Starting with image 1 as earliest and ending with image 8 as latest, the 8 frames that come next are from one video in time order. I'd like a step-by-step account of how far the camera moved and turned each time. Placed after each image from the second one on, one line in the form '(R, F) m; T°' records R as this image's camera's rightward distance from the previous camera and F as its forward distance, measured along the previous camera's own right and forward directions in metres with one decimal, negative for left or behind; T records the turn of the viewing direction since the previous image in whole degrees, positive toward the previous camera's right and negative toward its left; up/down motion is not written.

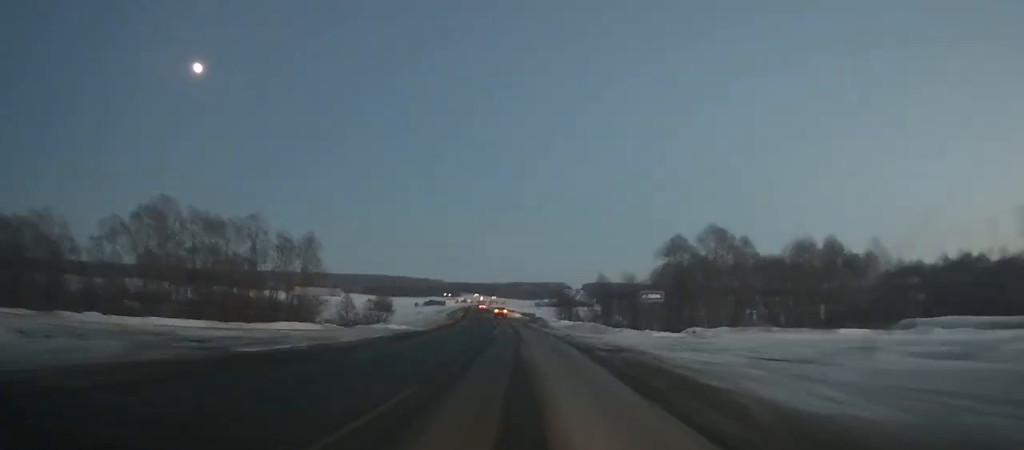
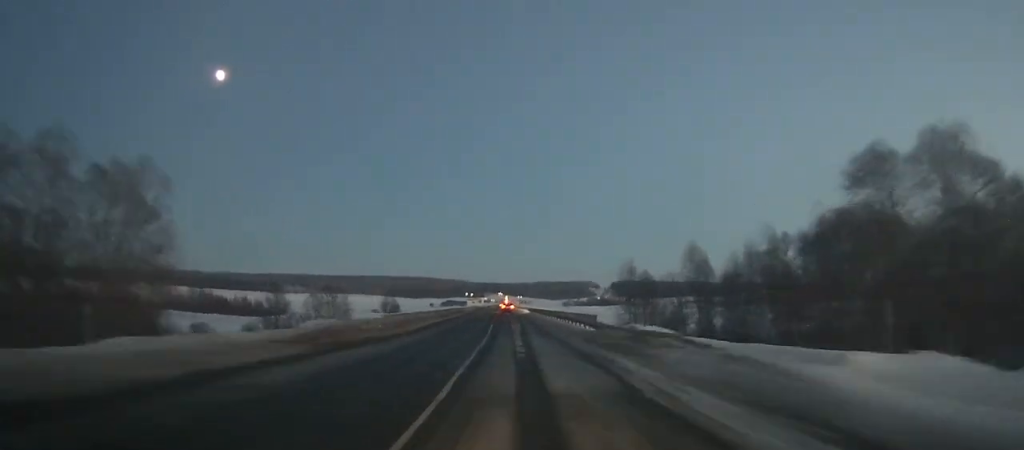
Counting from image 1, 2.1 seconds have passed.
(-0.2, +49.1) m; -2°
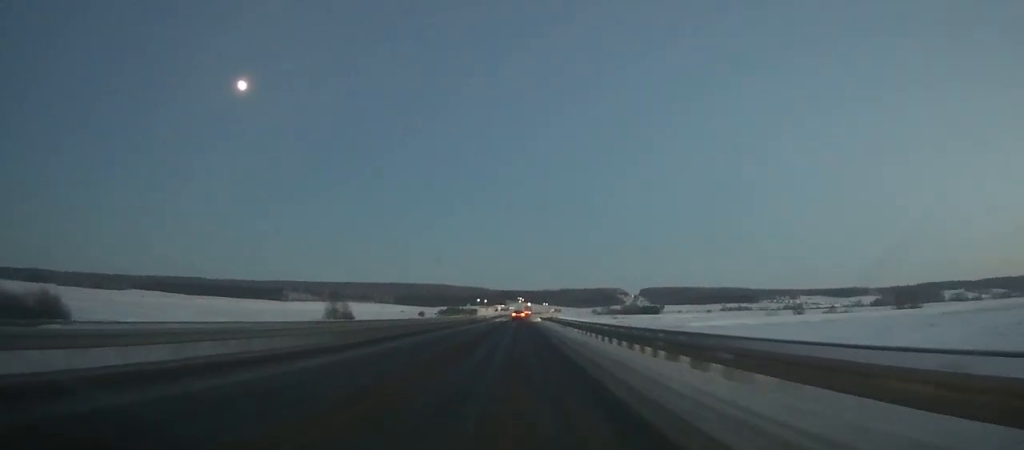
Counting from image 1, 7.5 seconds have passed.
(-4.0, +125.0) m; -3°
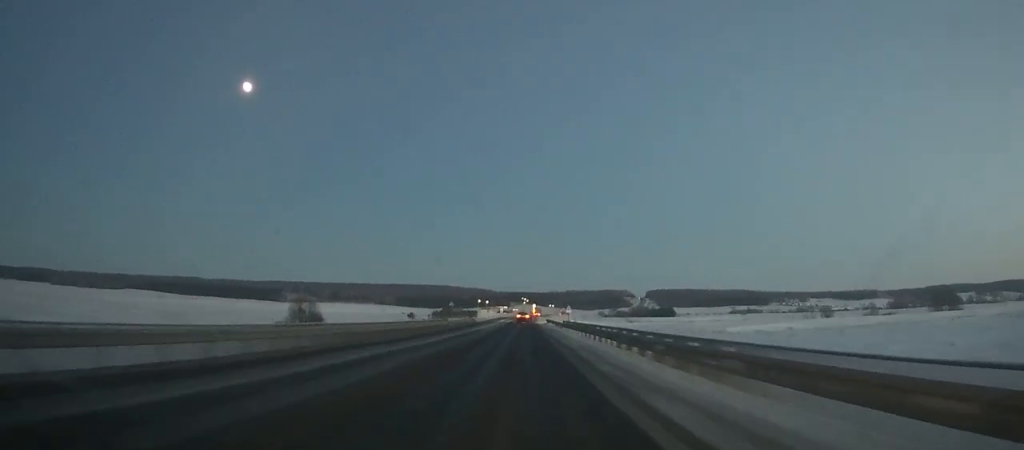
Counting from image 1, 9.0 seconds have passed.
(-0.2, +34.5) m; 0°
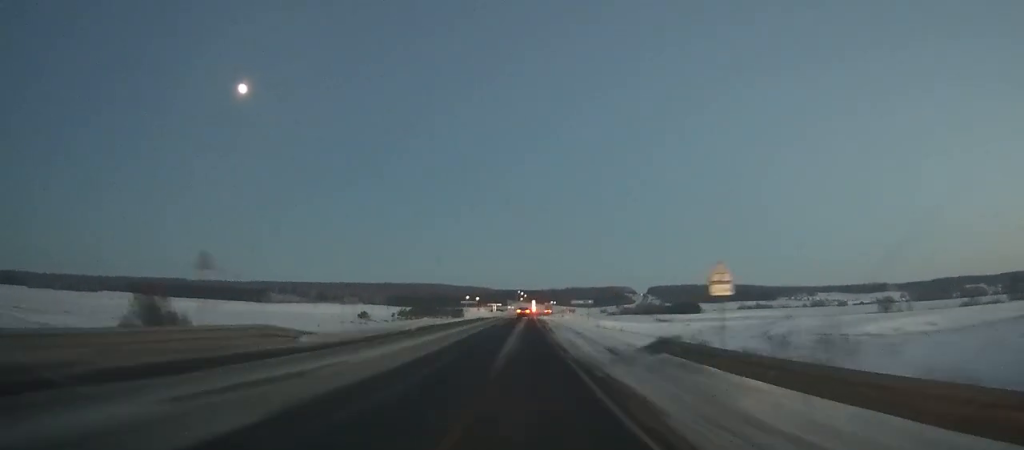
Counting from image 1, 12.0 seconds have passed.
(-0.2, +69.2) m; 0°
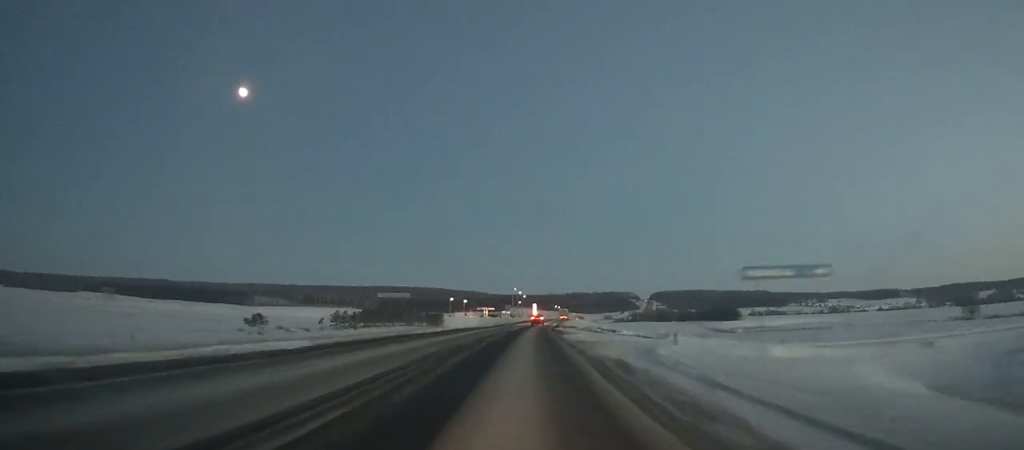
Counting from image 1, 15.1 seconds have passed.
(+0.2, +71.6) m; +1°
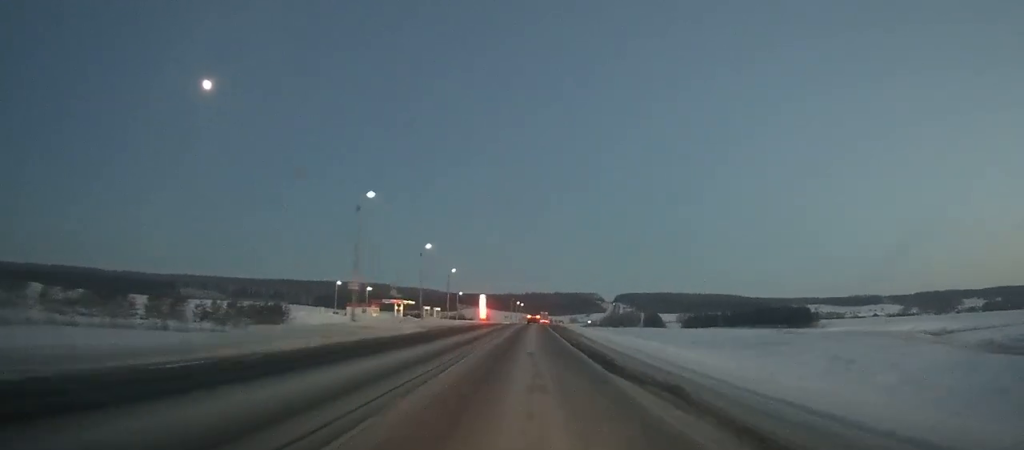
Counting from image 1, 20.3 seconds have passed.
(+3.3, +120.5) m; +3°
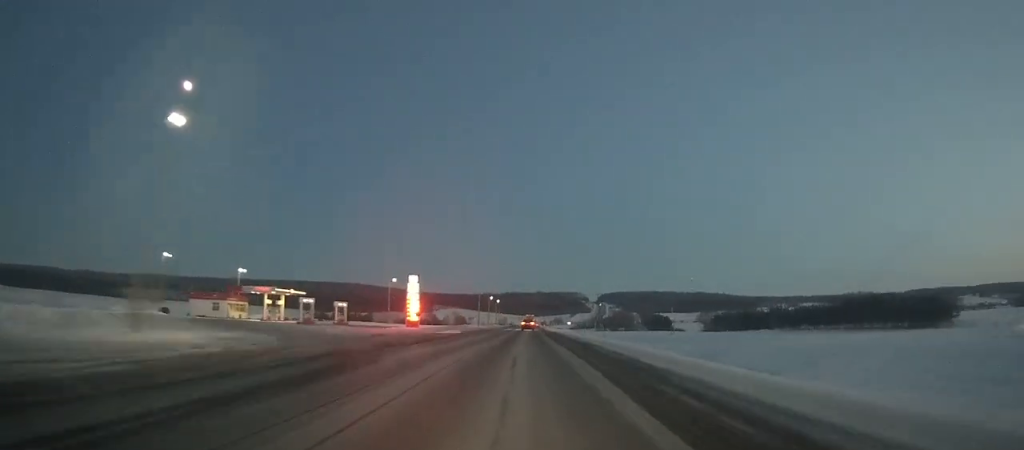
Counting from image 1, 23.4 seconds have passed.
(+1.1, +72.4) m; +1°
